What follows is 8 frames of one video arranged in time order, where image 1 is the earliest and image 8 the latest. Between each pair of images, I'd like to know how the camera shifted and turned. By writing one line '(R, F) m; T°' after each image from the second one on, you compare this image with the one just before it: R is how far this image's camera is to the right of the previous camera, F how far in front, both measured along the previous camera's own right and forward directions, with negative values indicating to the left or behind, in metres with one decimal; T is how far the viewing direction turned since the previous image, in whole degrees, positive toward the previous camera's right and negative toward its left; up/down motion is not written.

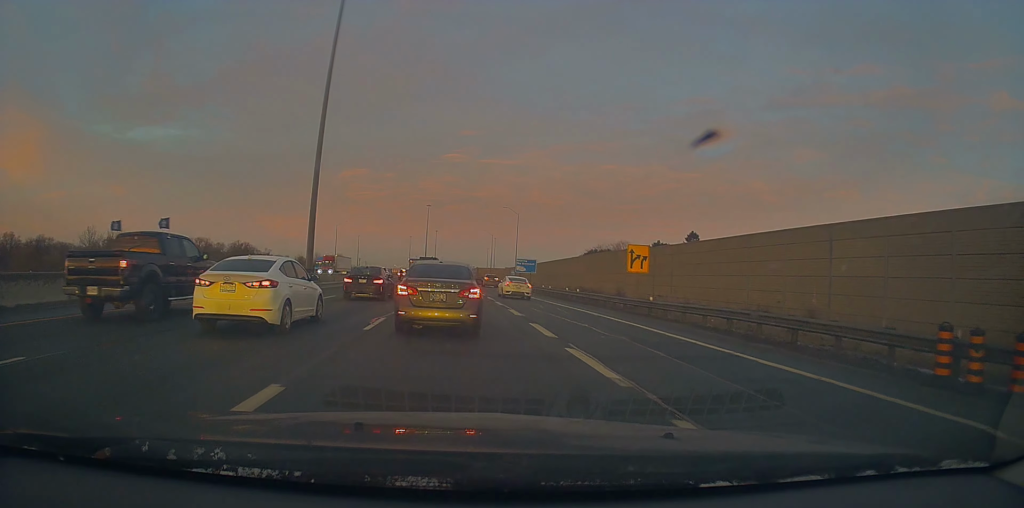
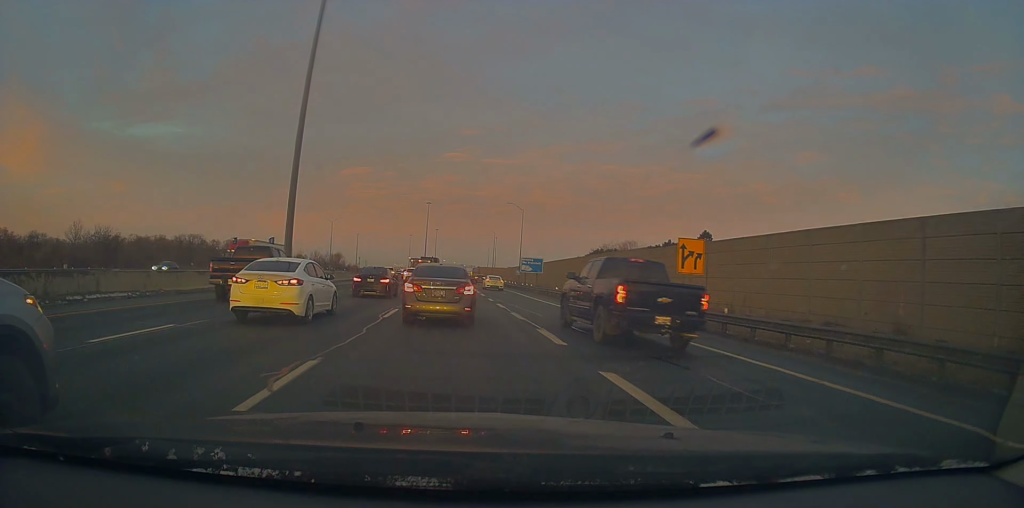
(-0.5, +7.3) m; -4°
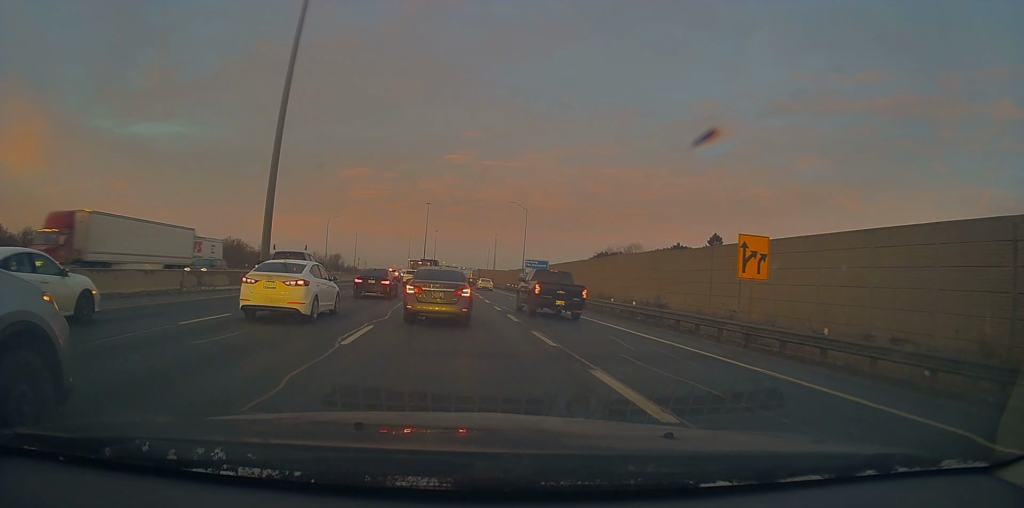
(-0.1, +5.0) m; +4°
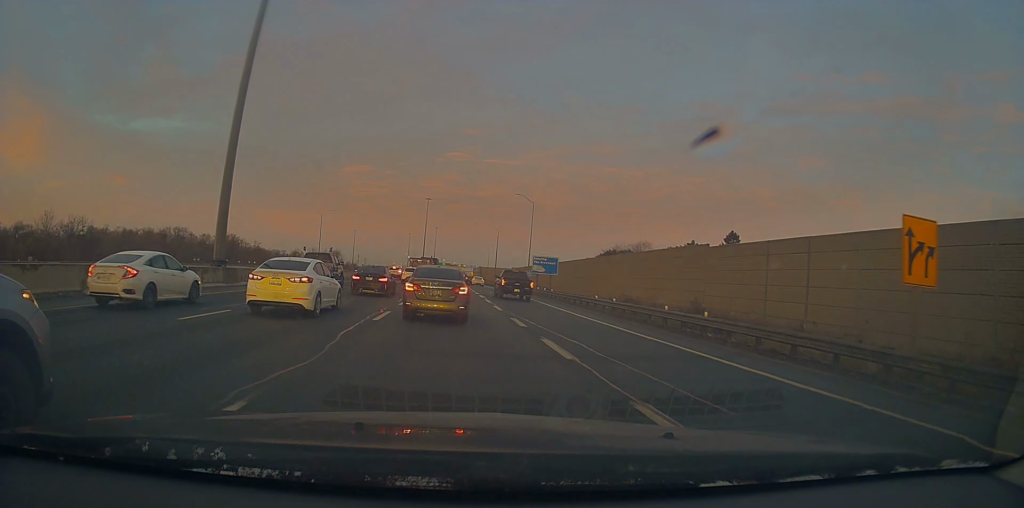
(+0.8, +7.5) m; +6°
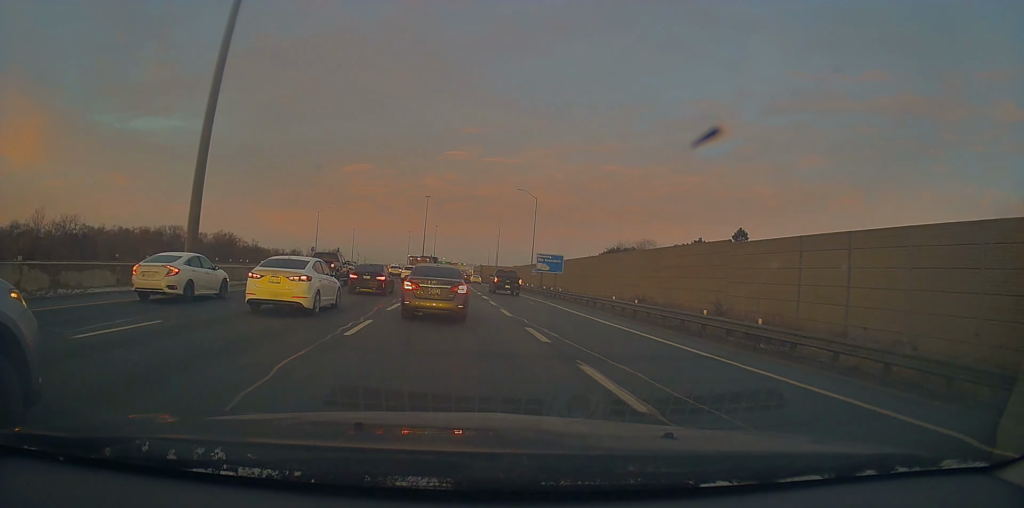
(+0.4, +3.4) m; -2°
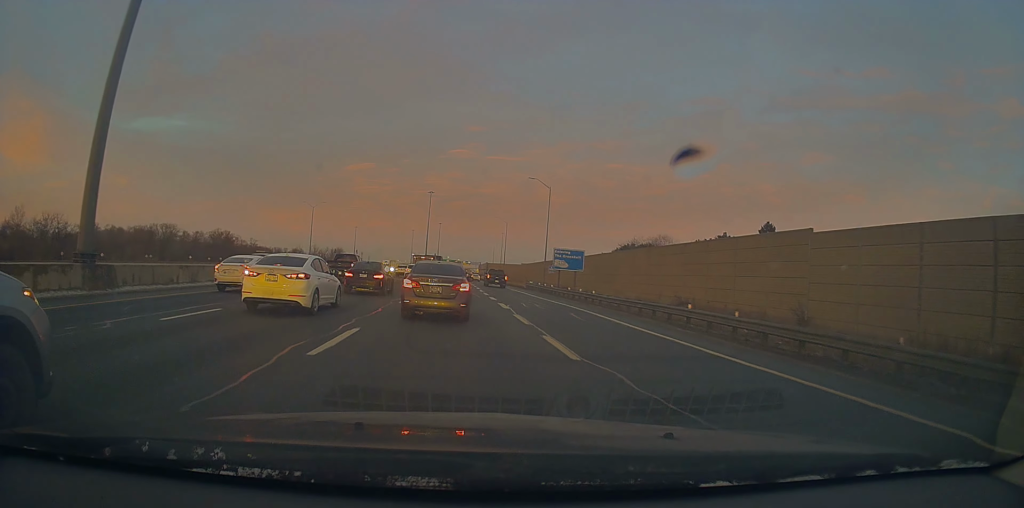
(-0.9, +9.4) m; -3°
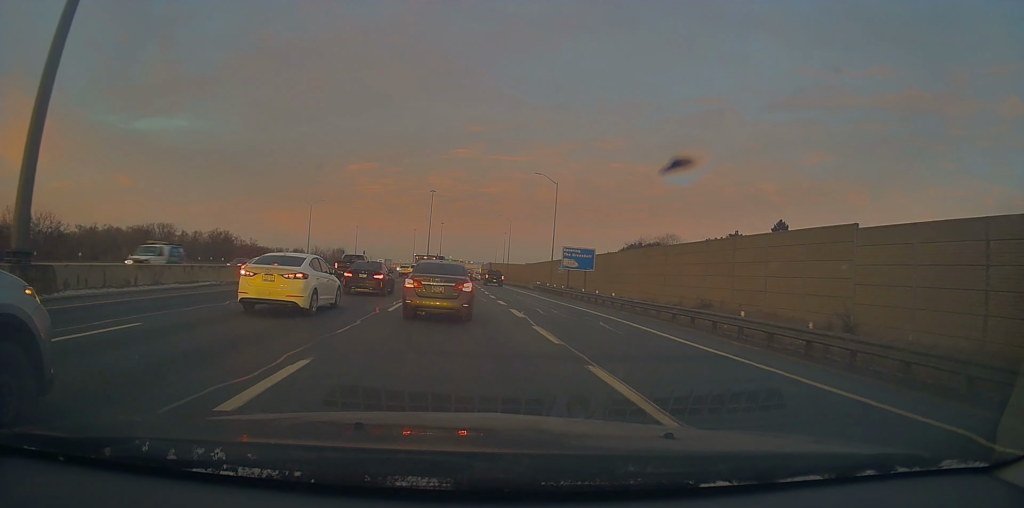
(+0.3, +4.1) m; 0°
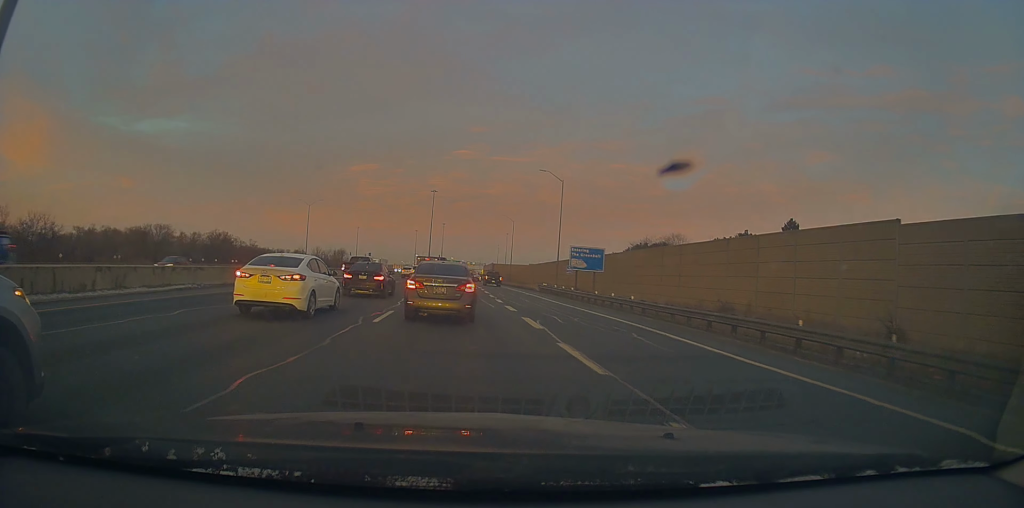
(0.0, +3.3) m; 0°
